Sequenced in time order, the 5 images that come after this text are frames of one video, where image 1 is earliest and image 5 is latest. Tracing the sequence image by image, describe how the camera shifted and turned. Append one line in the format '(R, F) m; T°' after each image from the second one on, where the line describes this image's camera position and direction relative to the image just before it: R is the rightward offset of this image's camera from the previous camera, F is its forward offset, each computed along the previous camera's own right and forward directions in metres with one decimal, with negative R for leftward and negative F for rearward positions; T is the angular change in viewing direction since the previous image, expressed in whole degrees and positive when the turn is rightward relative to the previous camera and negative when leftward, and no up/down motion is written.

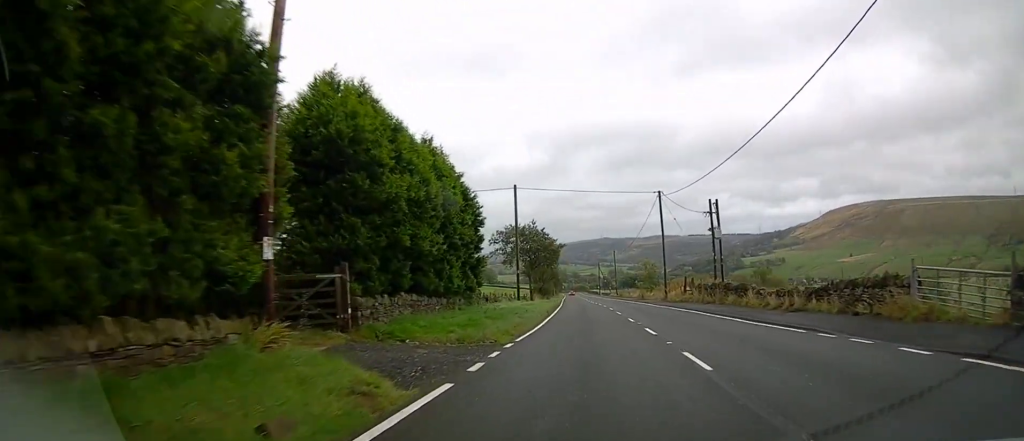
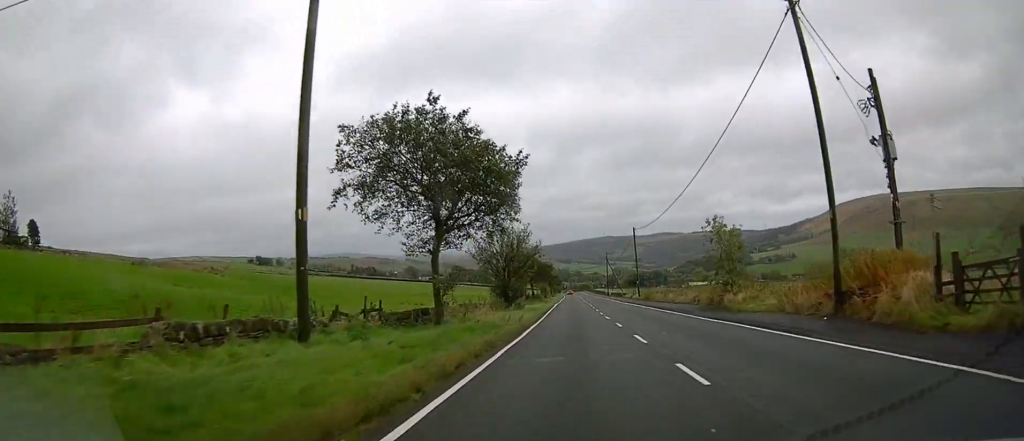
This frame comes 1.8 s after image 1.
(-0.2, +32.2) m; -1°
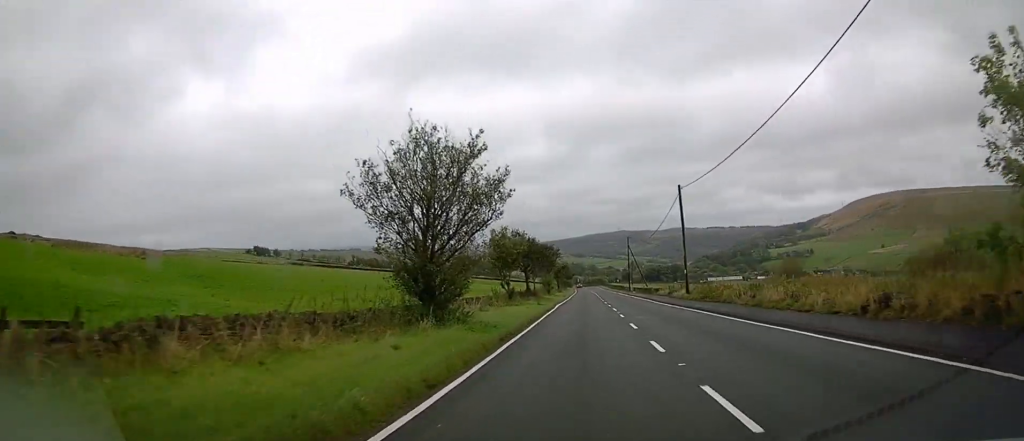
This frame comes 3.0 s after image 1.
(-0.2, +20.8) m; -1°
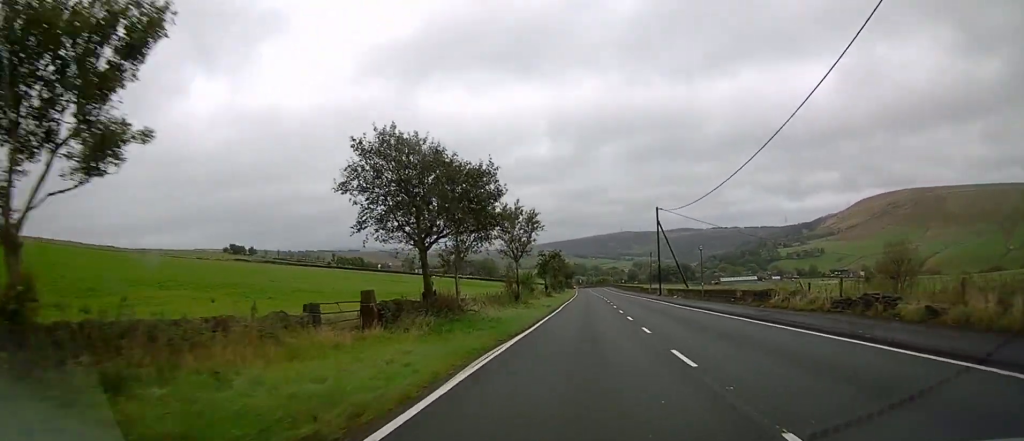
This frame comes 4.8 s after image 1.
(-0.2, +32.2) m; -1°
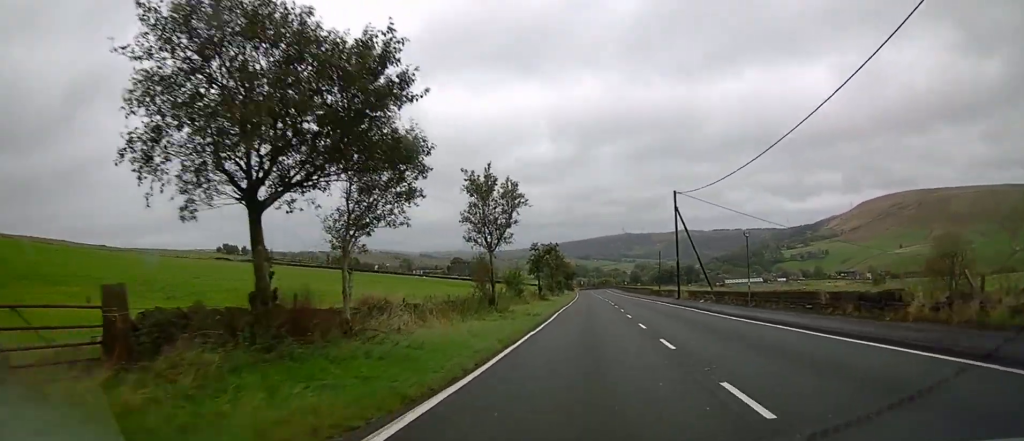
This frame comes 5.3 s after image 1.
(0.0, +9.7) m; 0°
